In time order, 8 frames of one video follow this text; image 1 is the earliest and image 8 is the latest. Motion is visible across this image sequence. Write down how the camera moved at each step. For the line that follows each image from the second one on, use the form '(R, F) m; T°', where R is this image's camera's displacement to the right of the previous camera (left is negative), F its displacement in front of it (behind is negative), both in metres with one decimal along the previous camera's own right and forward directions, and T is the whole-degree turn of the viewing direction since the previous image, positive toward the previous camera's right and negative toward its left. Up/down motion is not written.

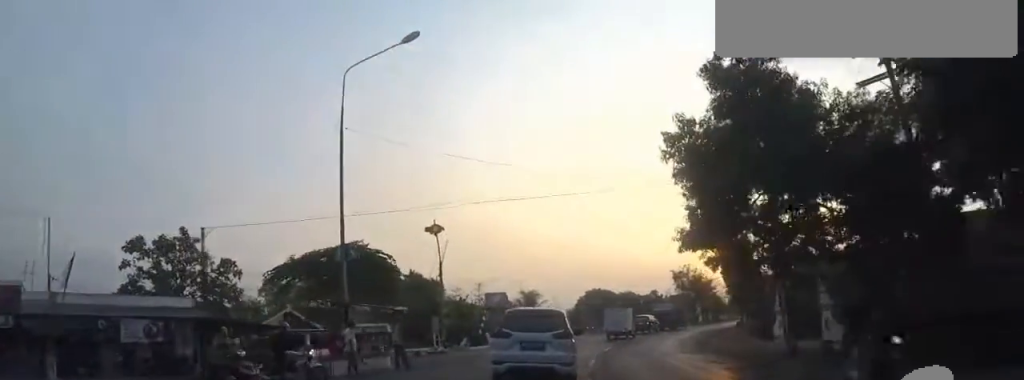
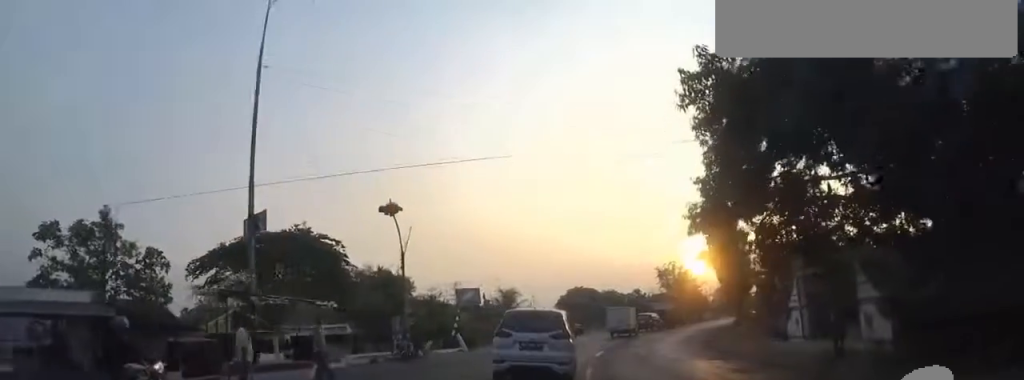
(+0.5, +4.1) m; +6°
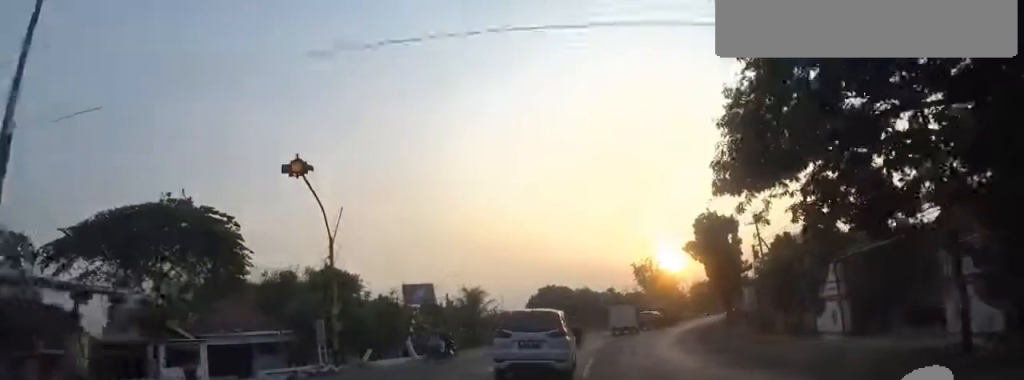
(+0.7, +5.6) m; +7°
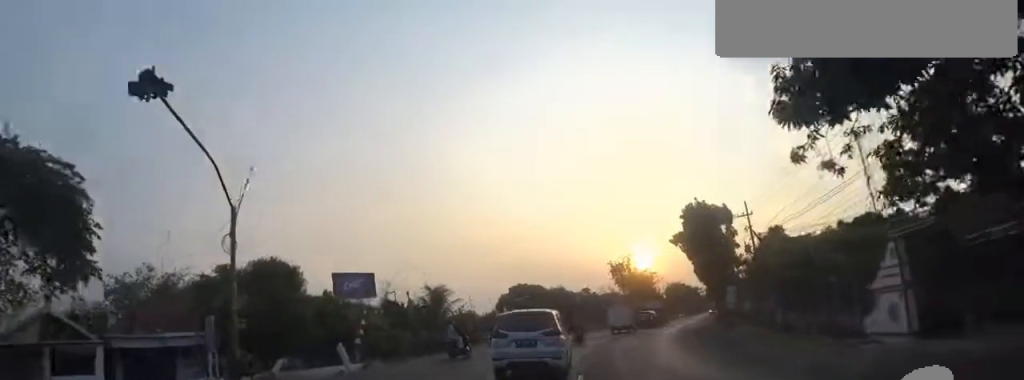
(0.0, +5.1) m; 0°
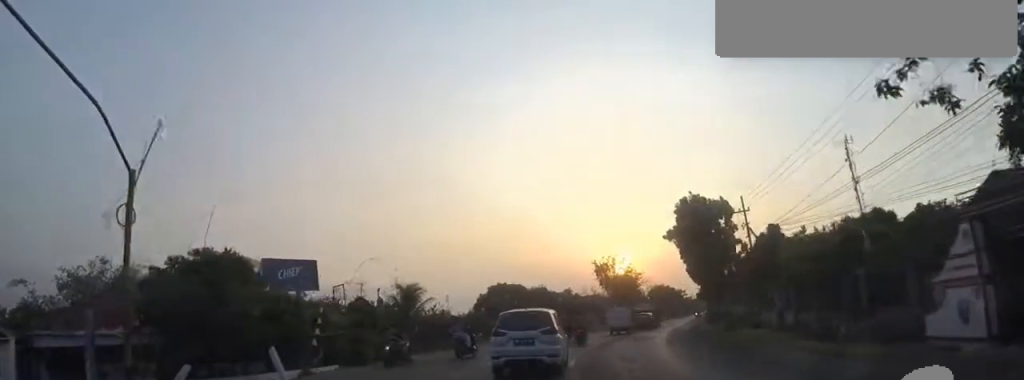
(0.0, +3.8) m; 0°
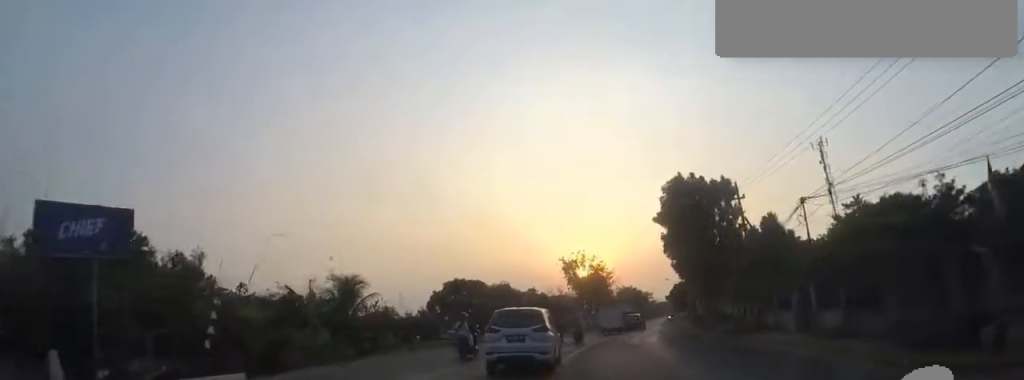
(0.0, +6.9) m; 0°
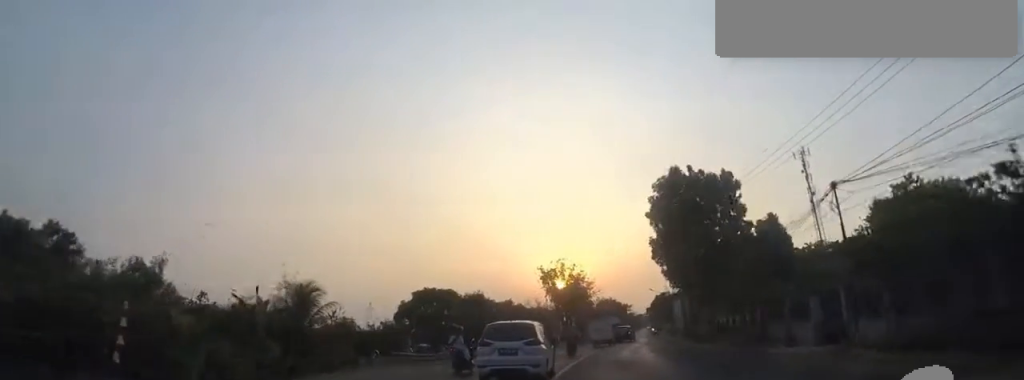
(0.0, +4.8) m; +3°
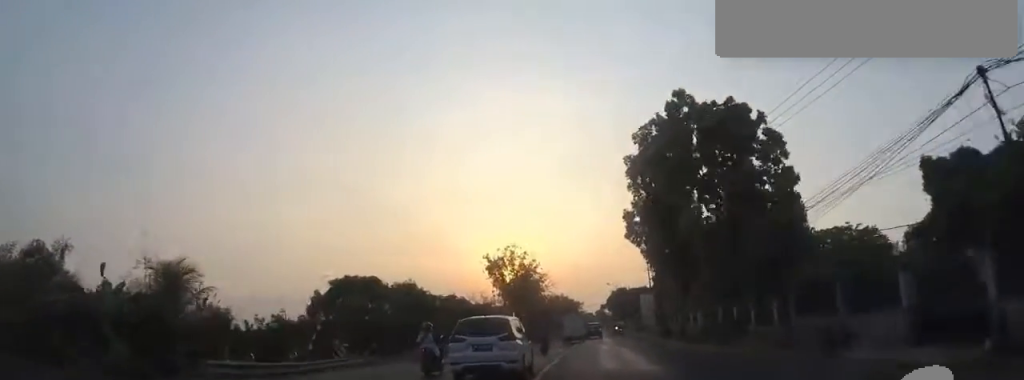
(+0.2, +9.2) m; +7°
